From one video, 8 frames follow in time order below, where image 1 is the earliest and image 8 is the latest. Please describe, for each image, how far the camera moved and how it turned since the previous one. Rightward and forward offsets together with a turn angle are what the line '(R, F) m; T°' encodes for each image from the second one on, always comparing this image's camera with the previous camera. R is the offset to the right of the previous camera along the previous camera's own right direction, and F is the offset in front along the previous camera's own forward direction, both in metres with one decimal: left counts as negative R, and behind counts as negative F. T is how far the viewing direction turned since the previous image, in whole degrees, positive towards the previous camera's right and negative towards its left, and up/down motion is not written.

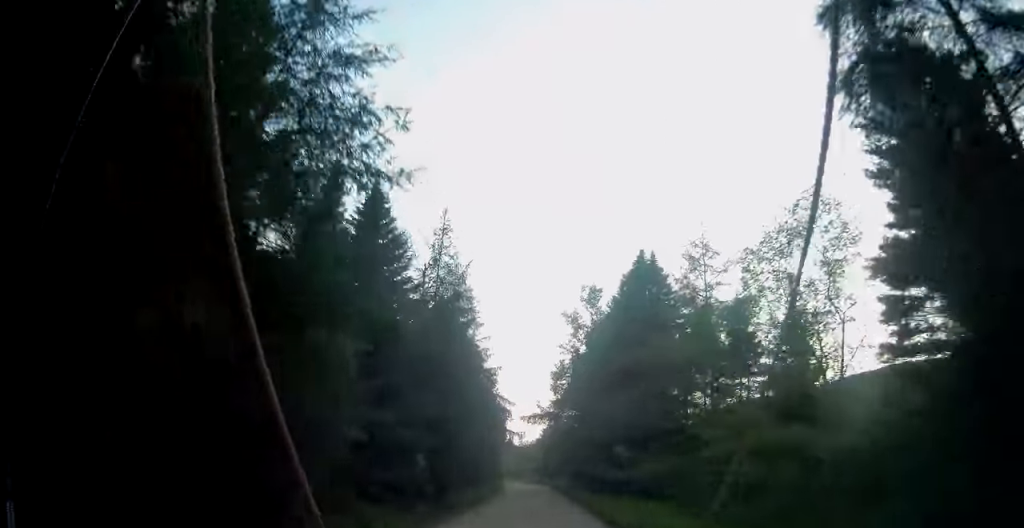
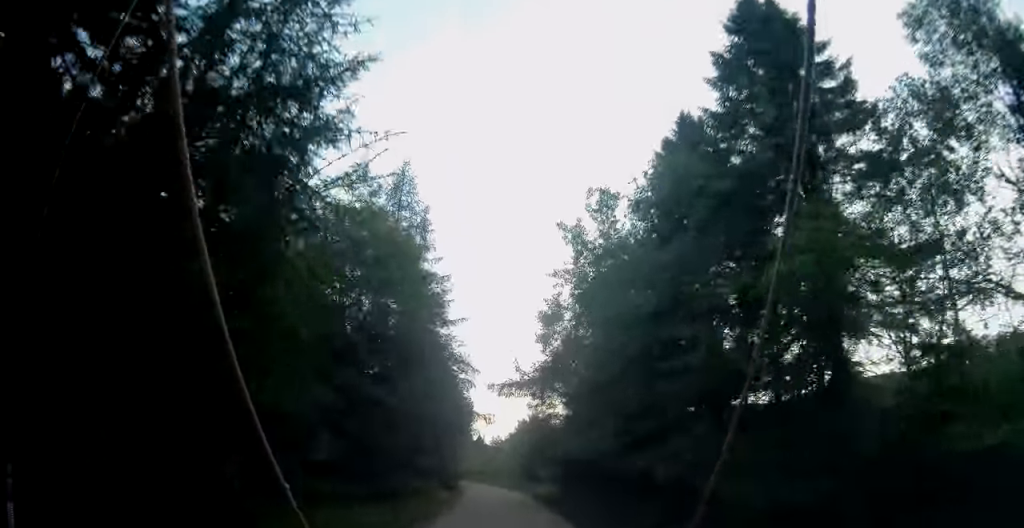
(+0.5, +18.7) m; +2°
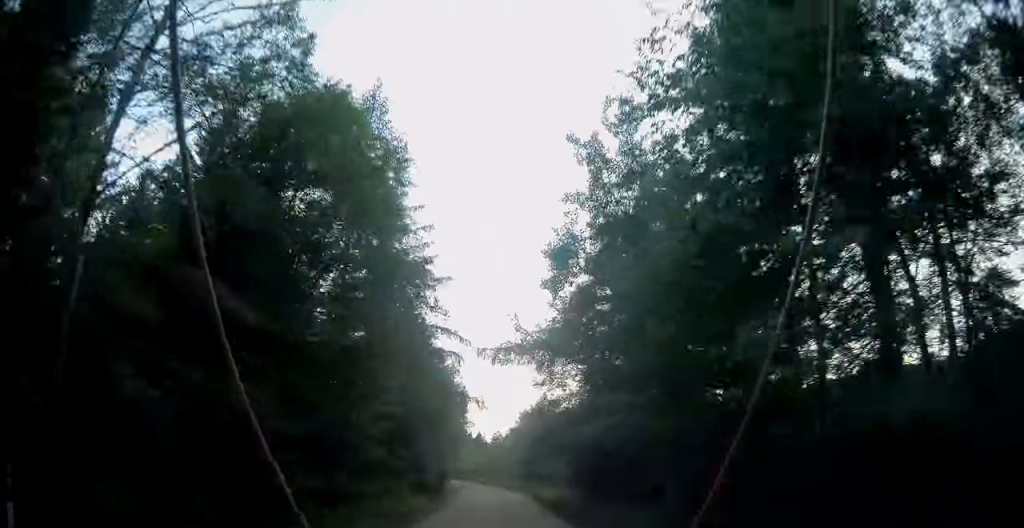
(0.0, +8.5) m; -1°
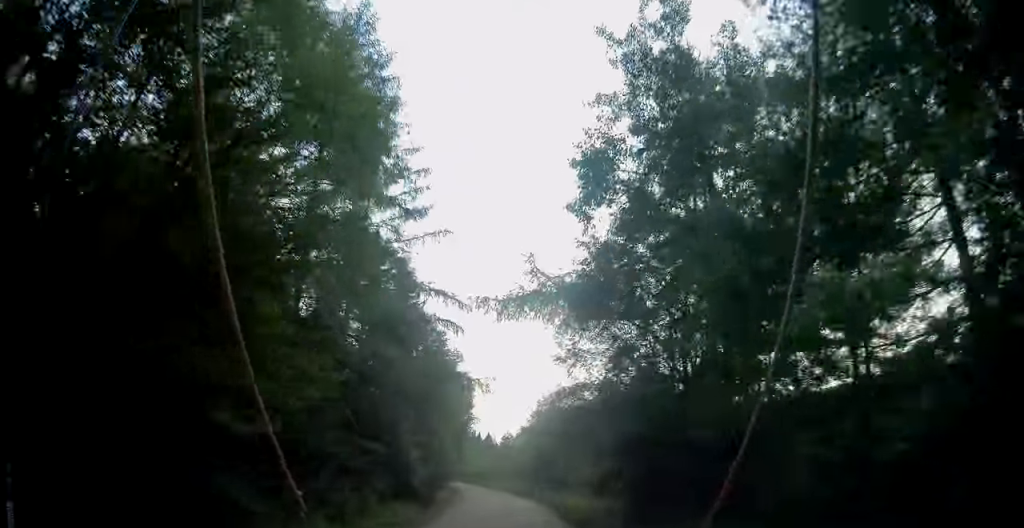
(0.0, +6.7) m; -2°
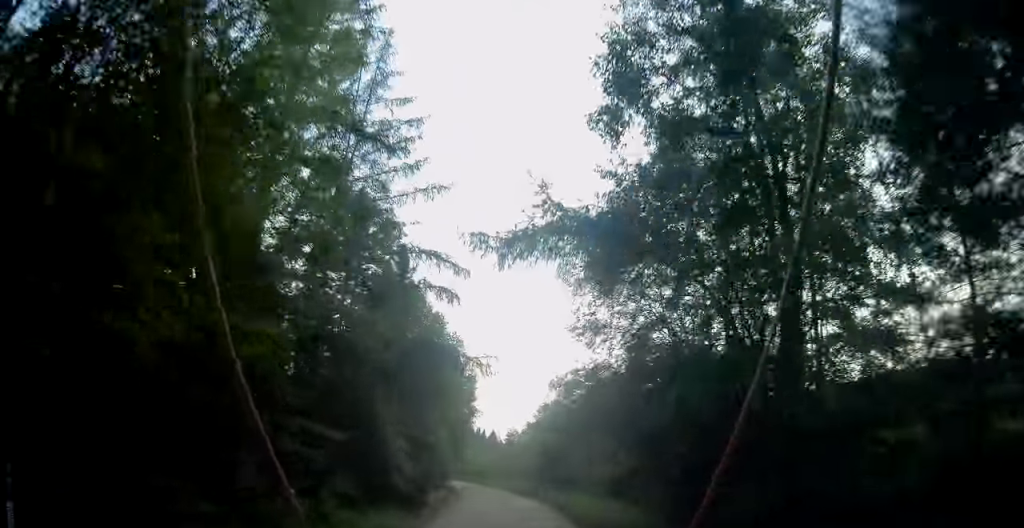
(-0.2, +4.2) m; 0°
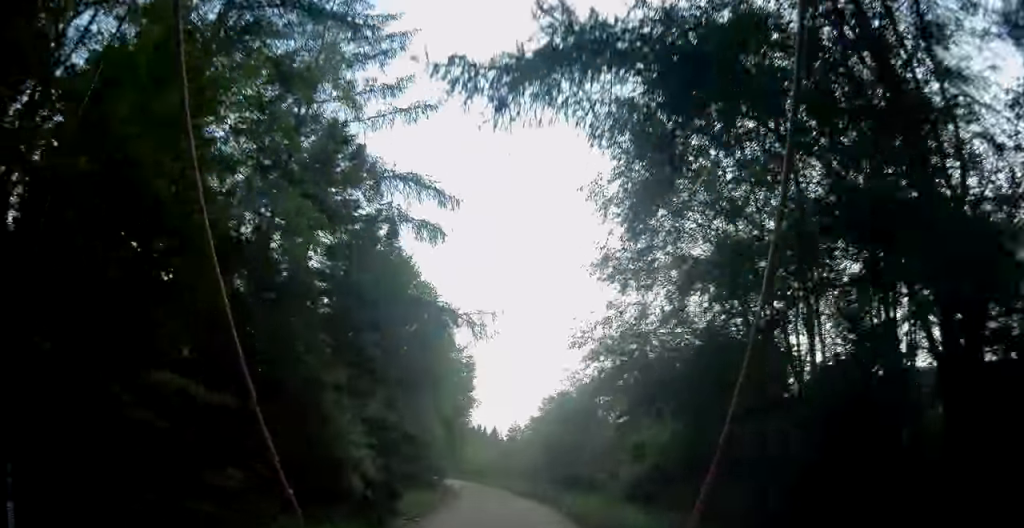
(-0.1, +5.4) m; 0°
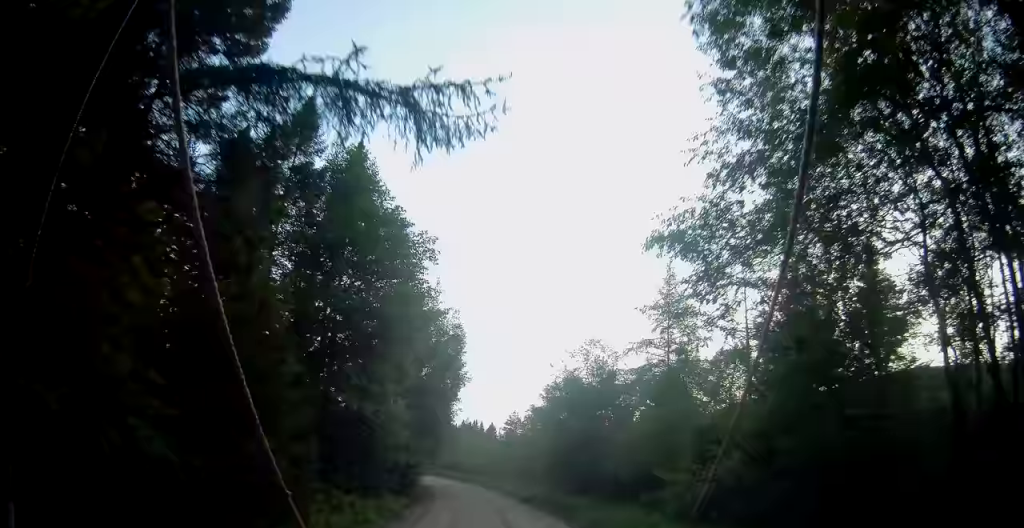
(+0.3, +9.4) m; +2°
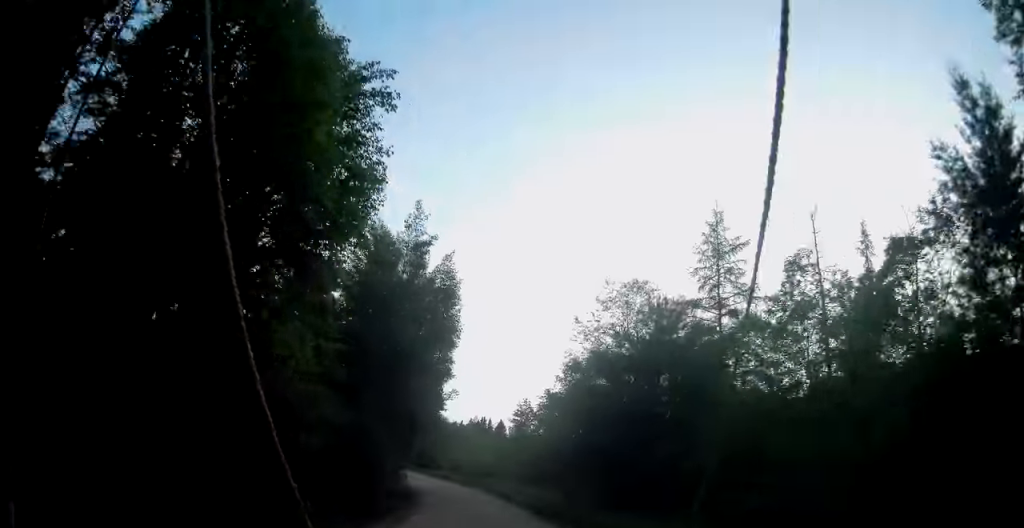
(0.0, +10.2) m; -1°
